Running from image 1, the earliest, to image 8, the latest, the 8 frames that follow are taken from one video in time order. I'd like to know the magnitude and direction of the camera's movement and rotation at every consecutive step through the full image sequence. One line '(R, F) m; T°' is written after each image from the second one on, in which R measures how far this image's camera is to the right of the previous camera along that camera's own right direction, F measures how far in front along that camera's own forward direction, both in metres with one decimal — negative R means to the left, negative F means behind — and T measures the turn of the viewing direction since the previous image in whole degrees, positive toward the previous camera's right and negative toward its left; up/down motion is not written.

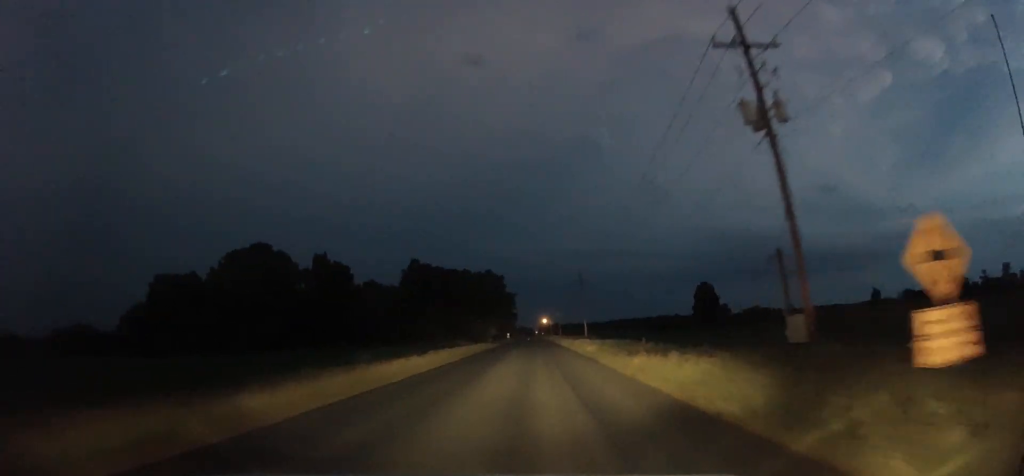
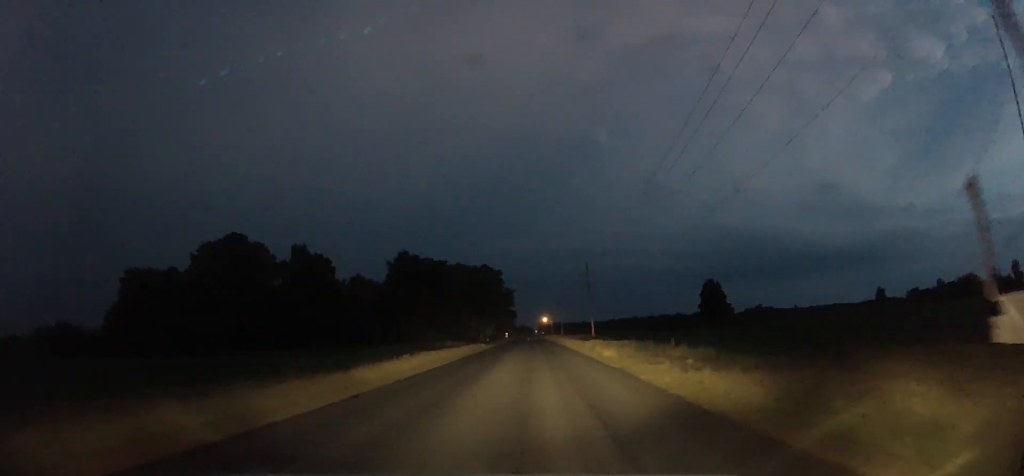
(0.0, +10.4) m; -1°
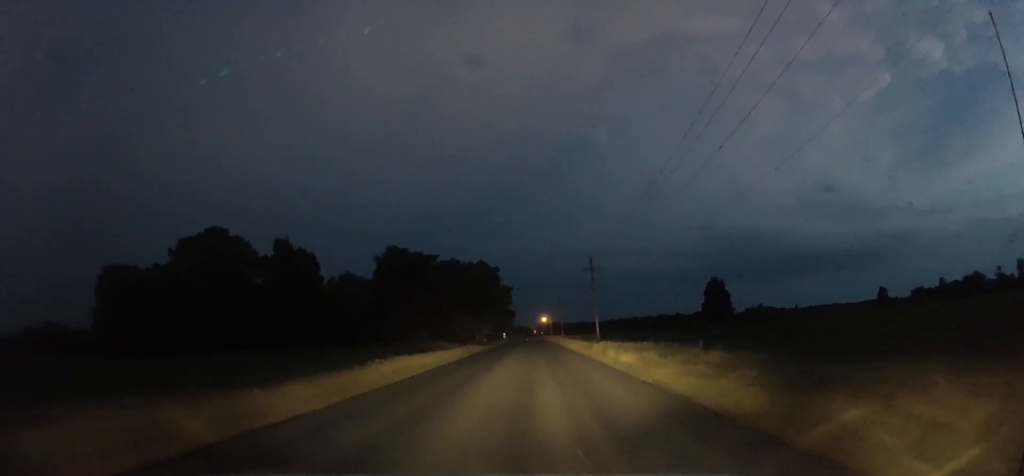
(+0.1, +7.4) m; -1°
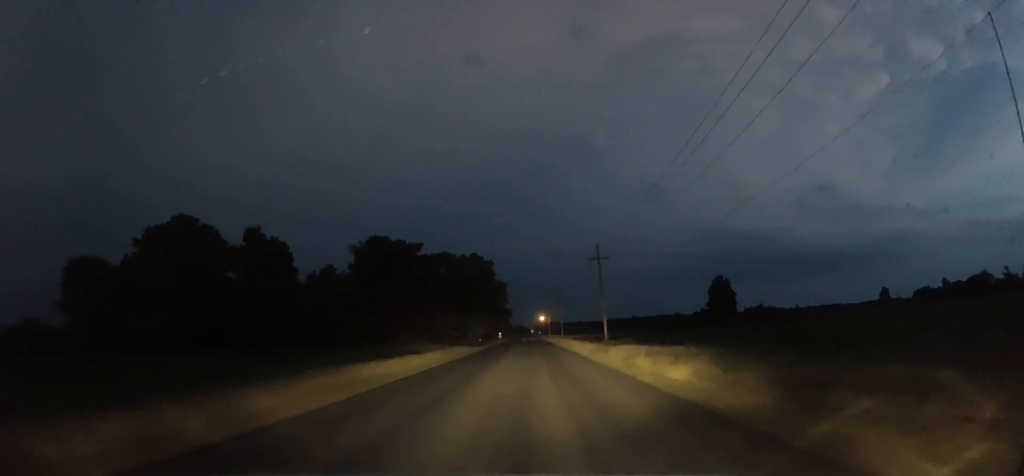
(-0.5, +9.9) m; 0°
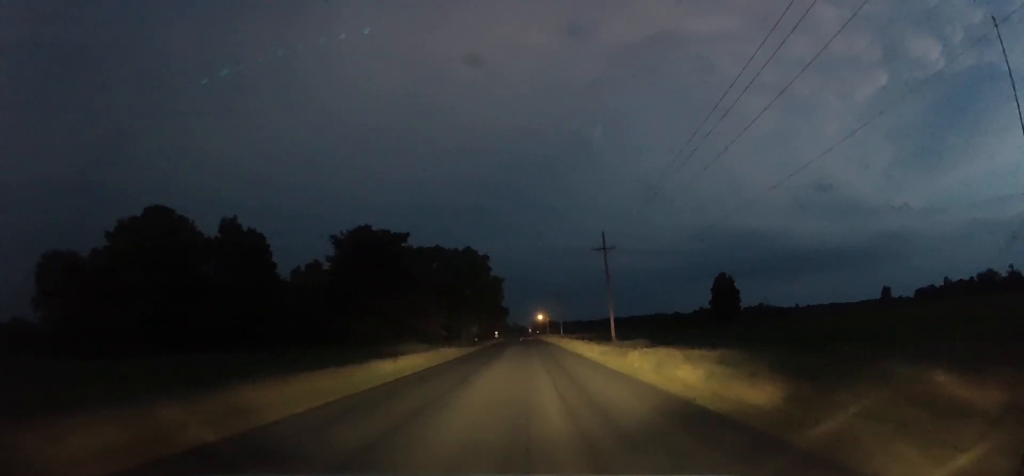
(0.0, +7.0) m; +1°
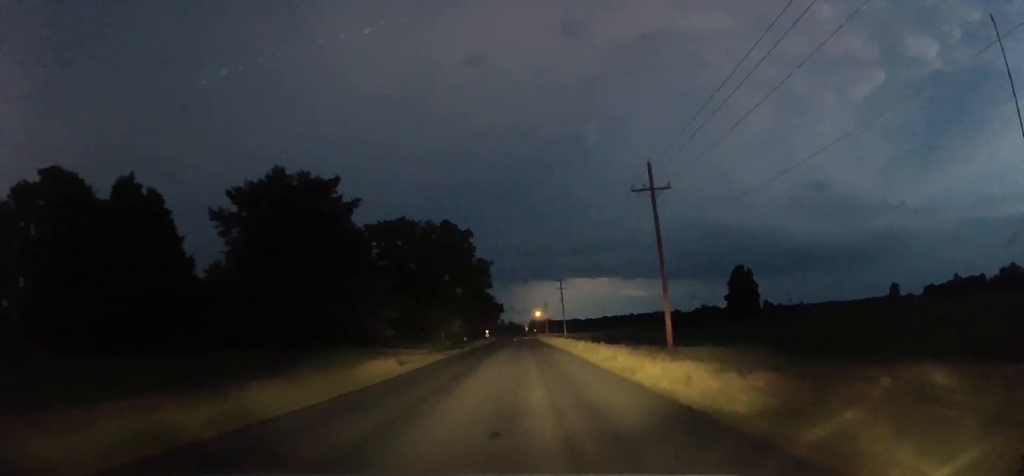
(+1.0, +23.8) m; +2°
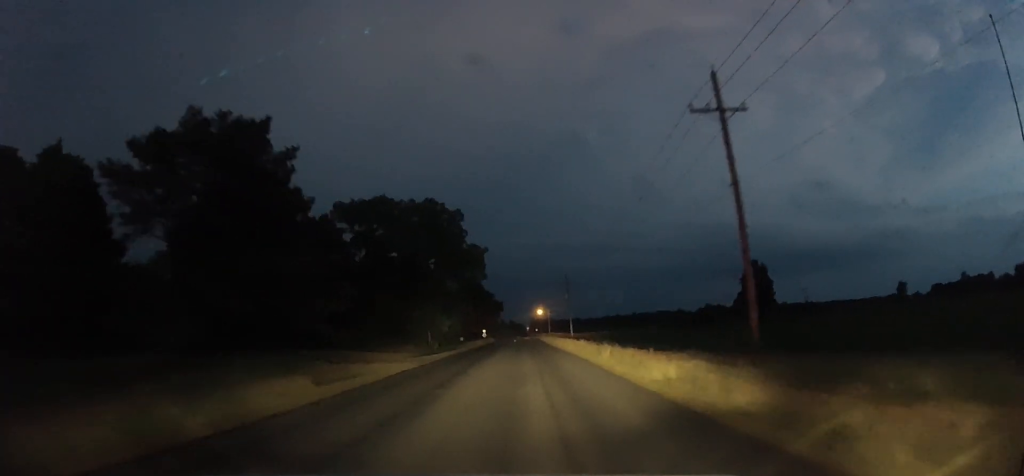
(0.0, +12.7) m; 0°
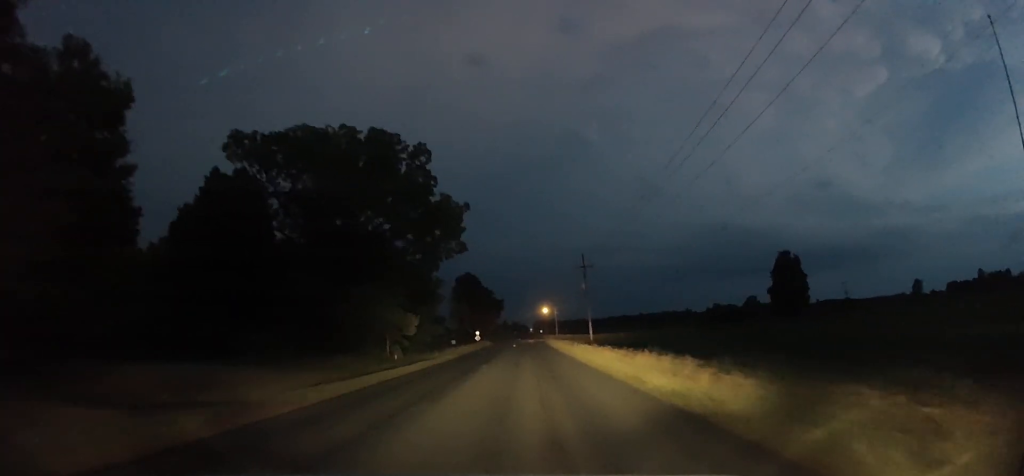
(0.0, +24.3) m; 0°
